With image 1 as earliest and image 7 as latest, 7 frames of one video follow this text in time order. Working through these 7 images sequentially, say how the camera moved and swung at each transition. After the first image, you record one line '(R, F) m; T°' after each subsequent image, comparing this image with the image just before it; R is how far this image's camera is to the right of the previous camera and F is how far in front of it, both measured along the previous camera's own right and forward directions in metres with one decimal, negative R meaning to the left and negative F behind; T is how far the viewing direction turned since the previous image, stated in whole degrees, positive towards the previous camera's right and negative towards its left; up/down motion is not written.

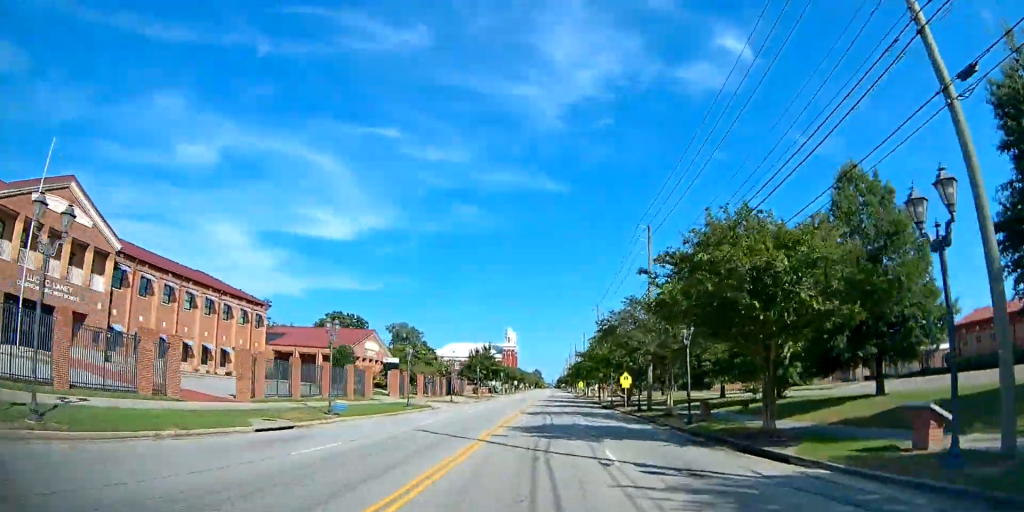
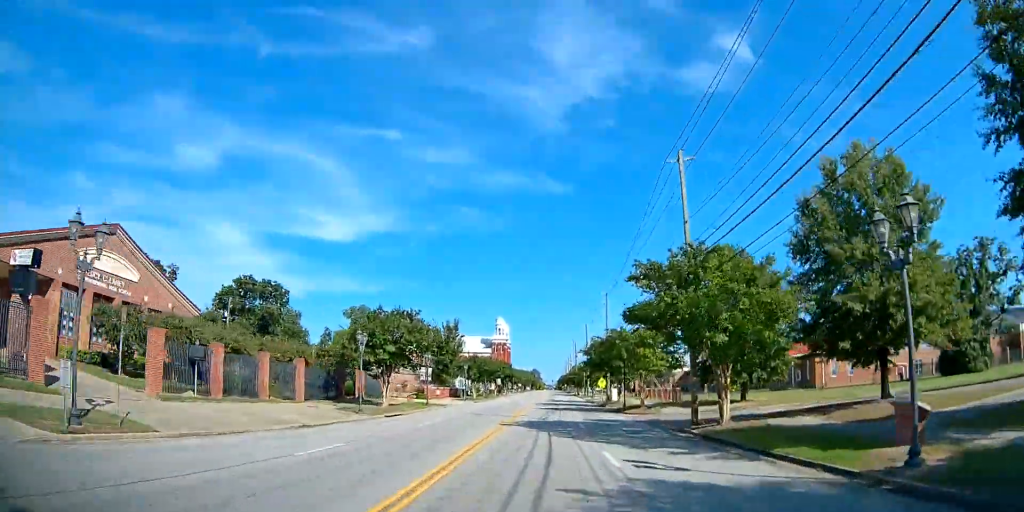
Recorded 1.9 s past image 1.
(0.0, +49.1) m; 0°
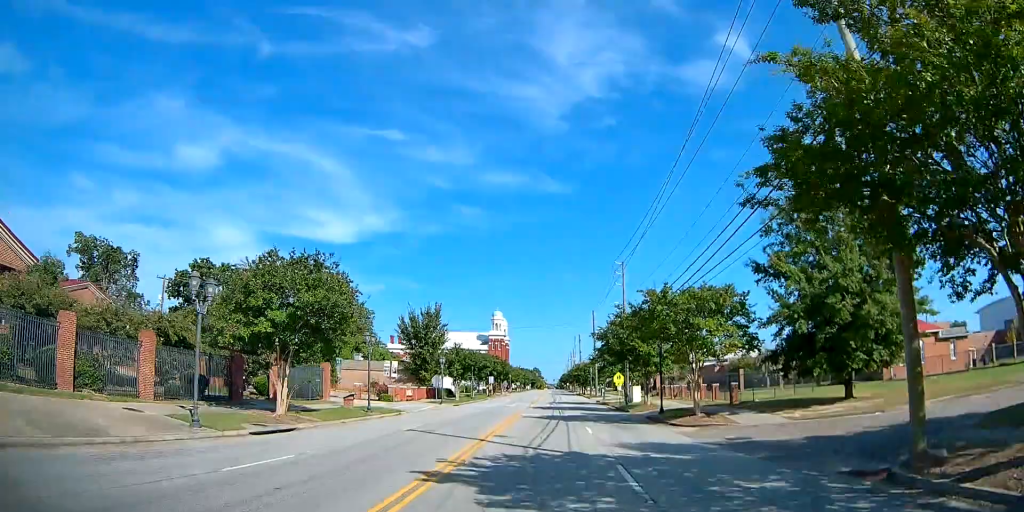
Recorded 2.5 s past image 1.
(0.0, +15.8) m; 0°
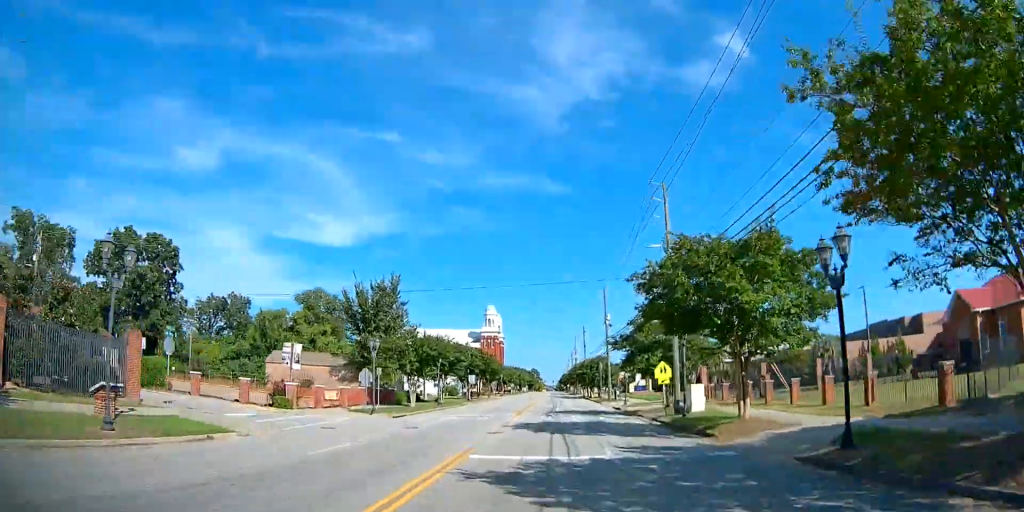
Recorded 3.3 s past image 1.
(0.0, +21.1) m; 0°
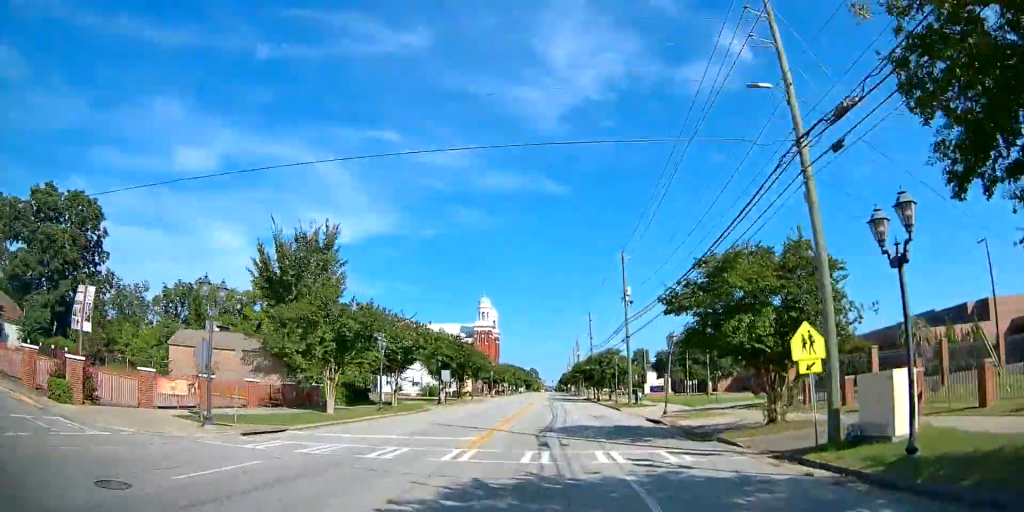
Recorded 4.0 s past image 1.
(+0.1, +17.6) m; 0°
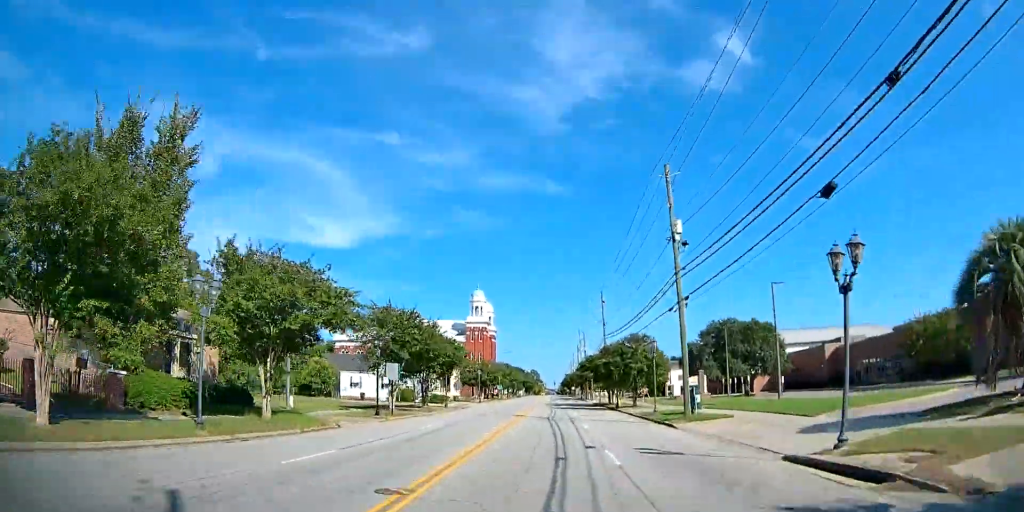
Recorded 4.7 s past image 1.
(-0.1, +19.3) m; 0°
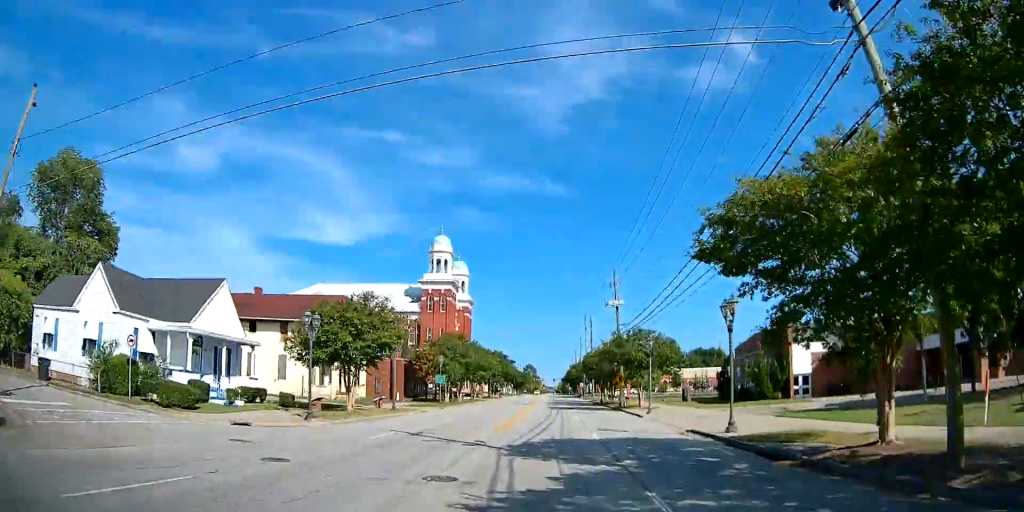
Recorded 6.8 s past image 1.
(+0.2, +56.0) m; 0°
